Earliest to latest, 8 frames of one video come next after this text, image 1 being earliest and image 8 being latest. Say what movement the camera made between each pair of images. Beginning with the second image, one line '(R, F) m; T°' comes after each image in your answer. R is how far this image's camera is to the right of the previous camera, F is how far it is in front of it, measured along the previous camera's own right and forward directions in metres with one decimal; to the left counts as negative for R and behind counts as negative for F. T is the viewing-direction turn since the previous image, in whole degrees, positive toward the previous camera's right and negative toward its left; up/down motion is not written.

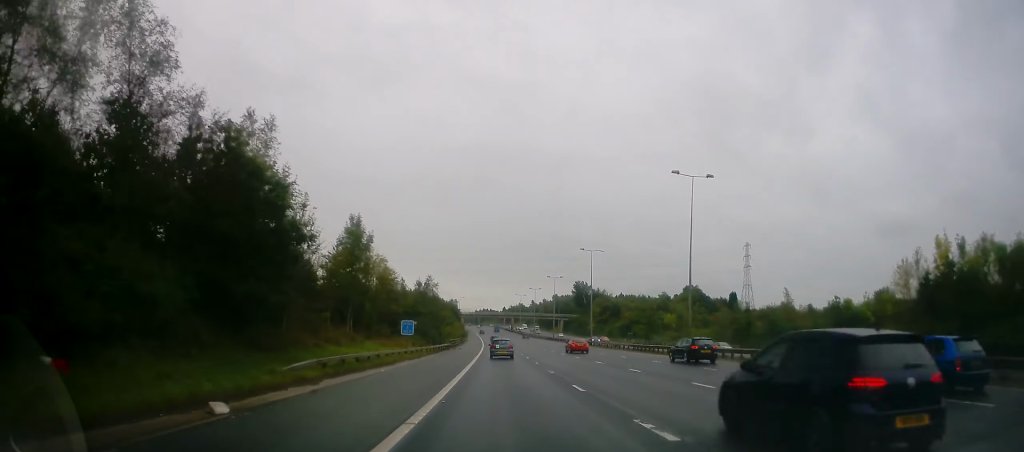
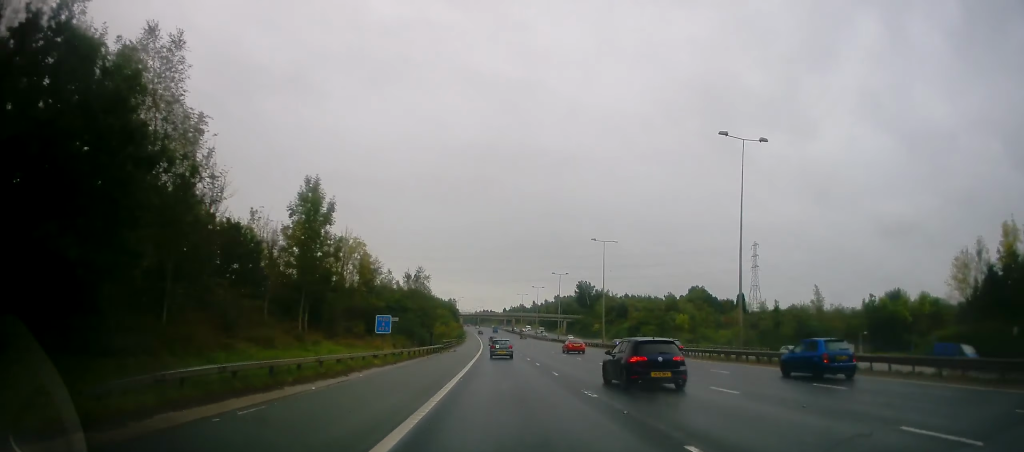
(0.0, +10.4) m; 0°
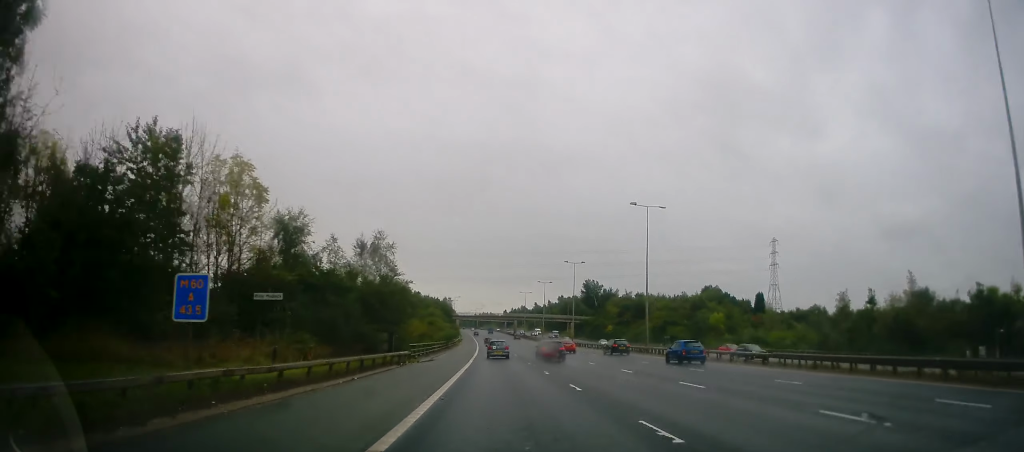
(0.0, +25.3) m; 0°
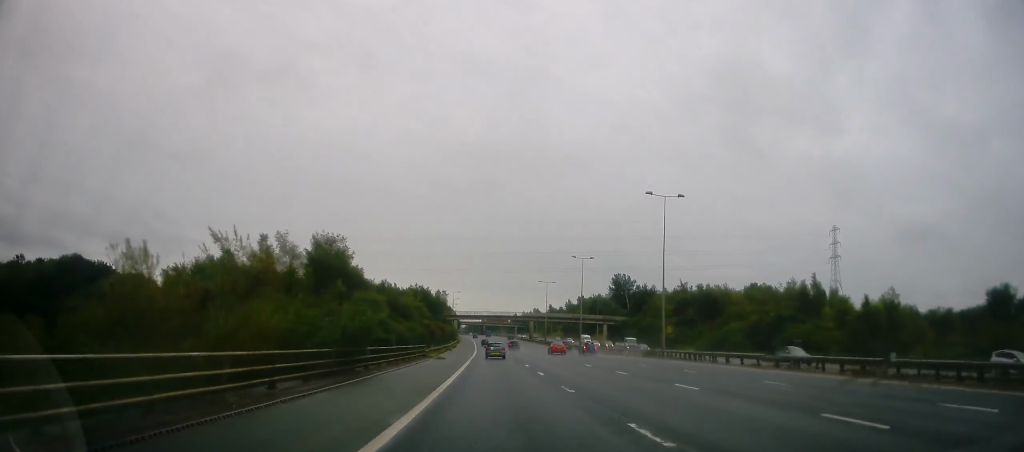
(-0.6, +54.3) m; -2°
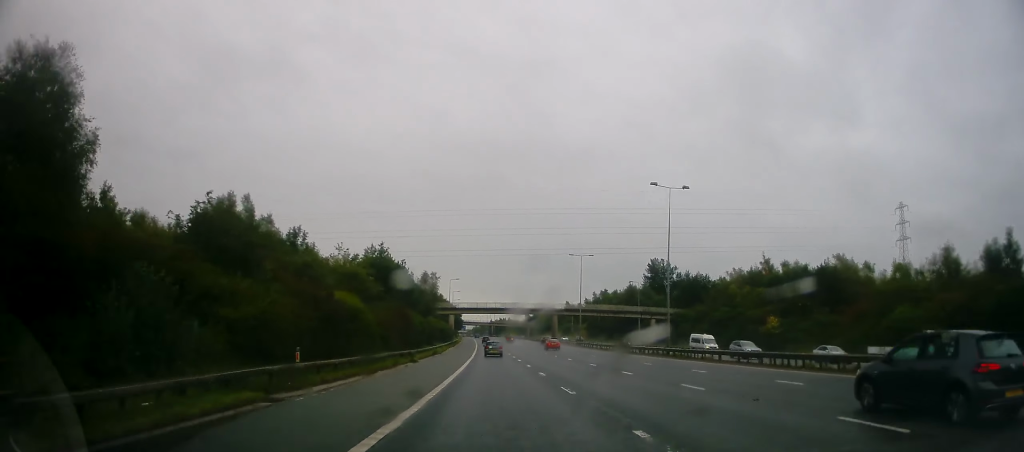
(+0.4, +46.4) m; -1°
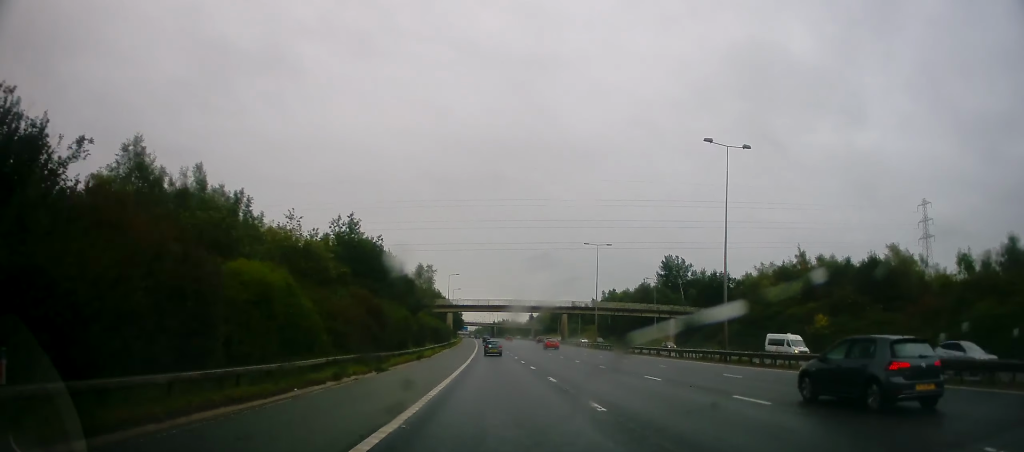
(-0.4, +12.8) m; -1°
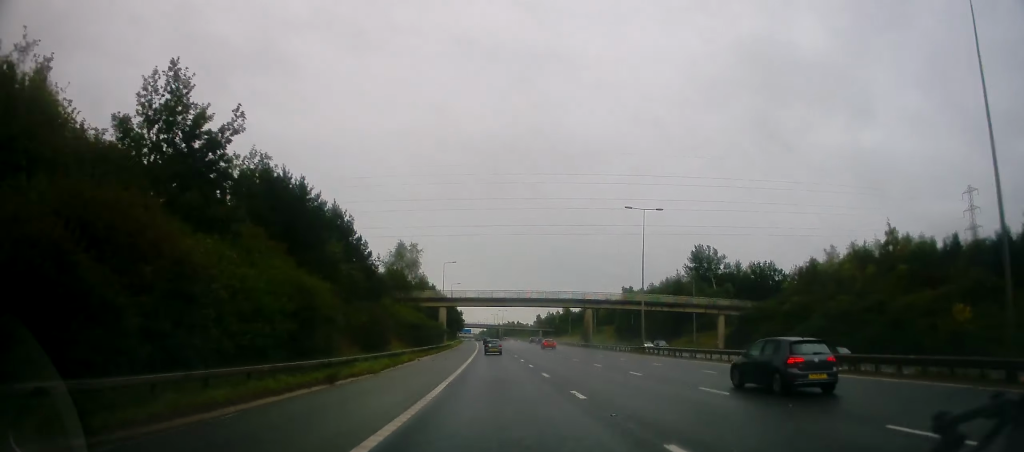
(-0.3, +24.9) m; 0°
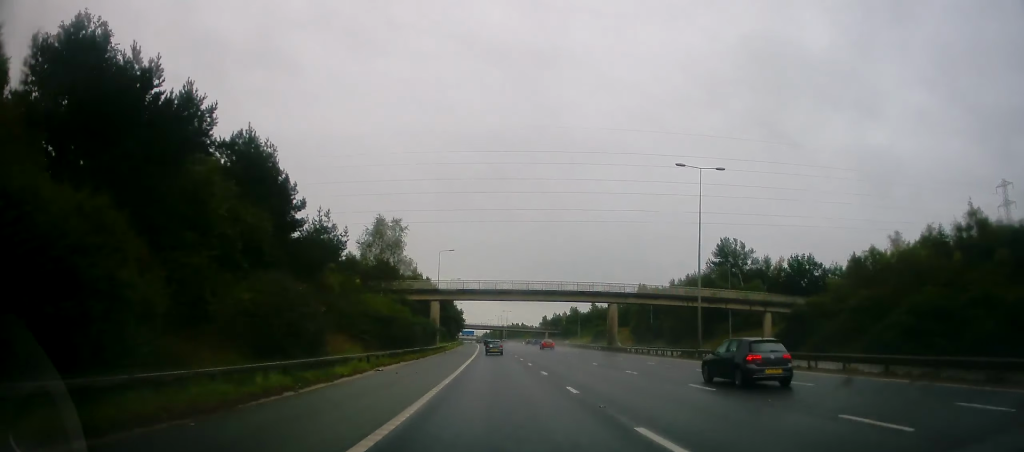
(+0.1, +16.4) m; 0°
